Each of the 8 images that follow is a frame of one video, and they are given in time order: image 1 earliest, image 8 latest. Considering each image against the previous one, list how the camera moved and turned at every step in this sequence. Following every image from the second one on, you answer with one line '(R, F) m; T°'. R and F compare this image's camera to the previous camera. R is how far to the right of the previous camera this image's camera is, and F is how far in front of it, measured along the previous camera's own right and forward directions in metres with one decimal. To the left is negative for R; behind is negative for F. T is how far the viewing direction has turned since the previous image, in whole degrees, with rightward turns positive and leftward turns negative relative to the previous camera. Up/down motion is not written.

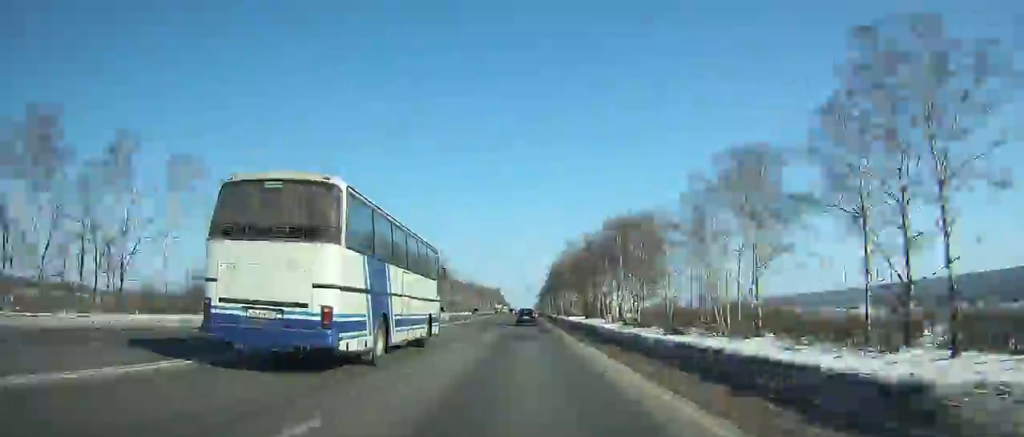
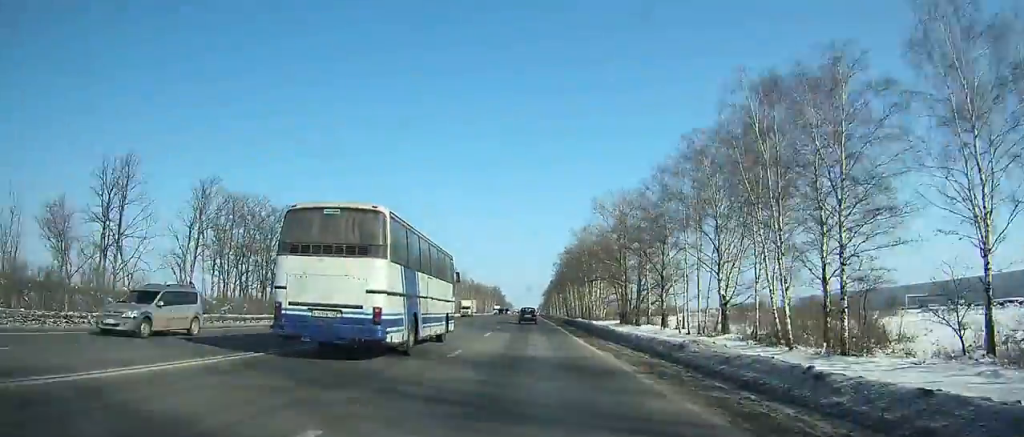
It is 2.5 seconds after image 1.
(-0.3, +60.0) m; +2°
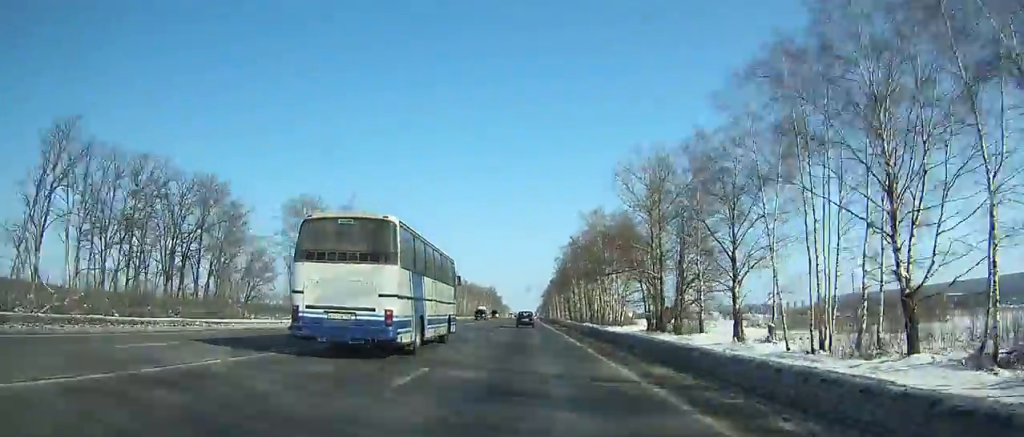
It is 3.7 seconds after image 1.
(+2.3, +29.9) m; +1°
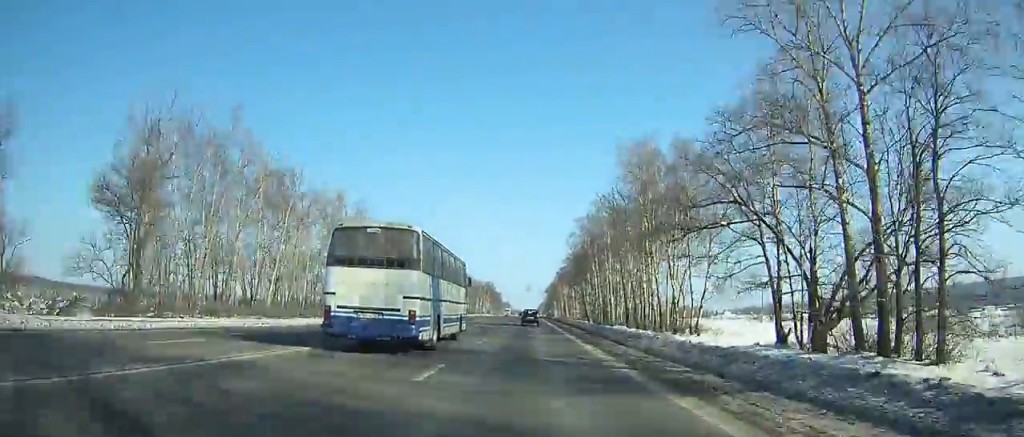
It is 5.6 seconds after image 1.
(+0.7, +47.6) m; +1°
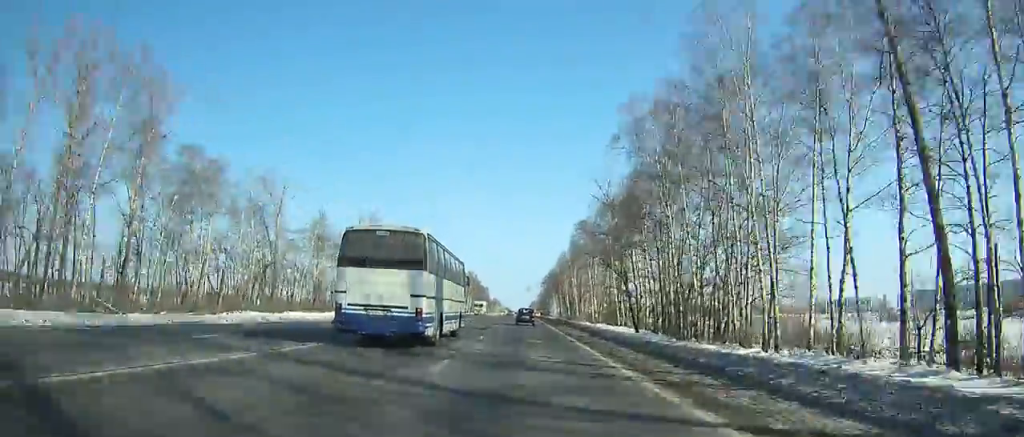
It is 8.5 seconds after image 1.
(-0.8, +72.8) m; 0°
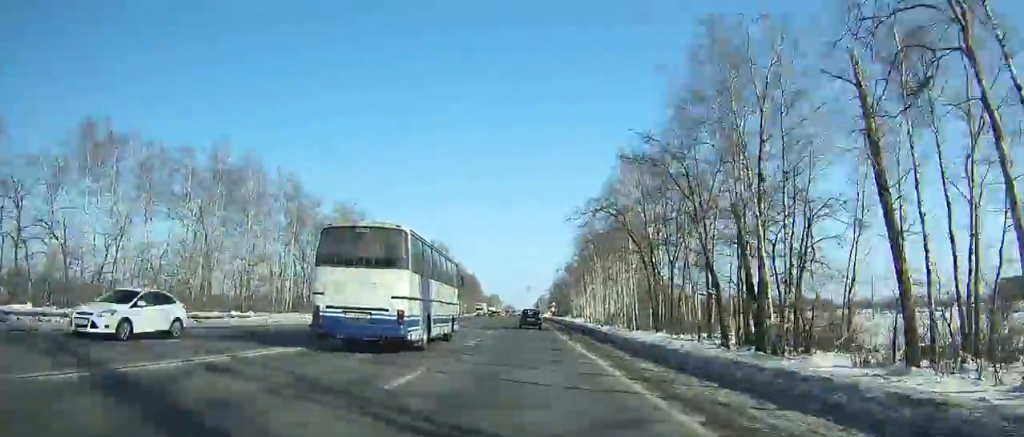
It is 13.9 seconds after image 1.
(-5.7, +133.8) m; -7°
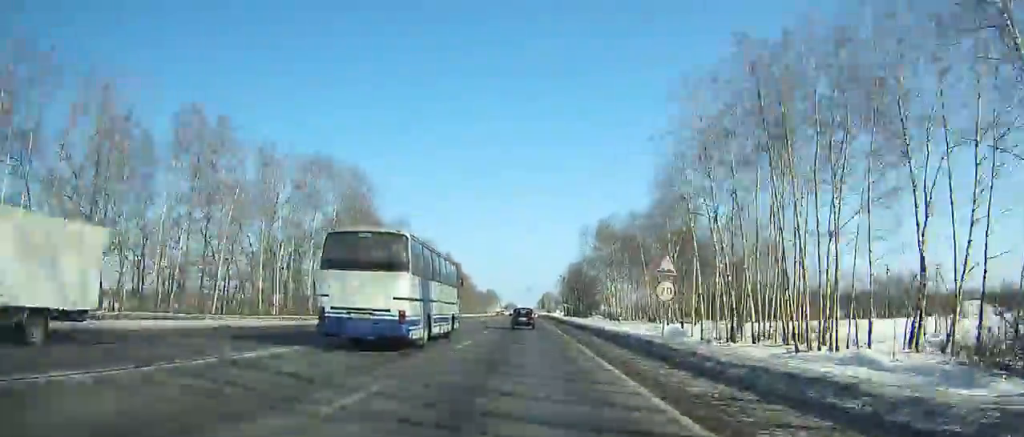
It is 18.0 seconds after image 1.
(+1.6, +99.8) m; +2°
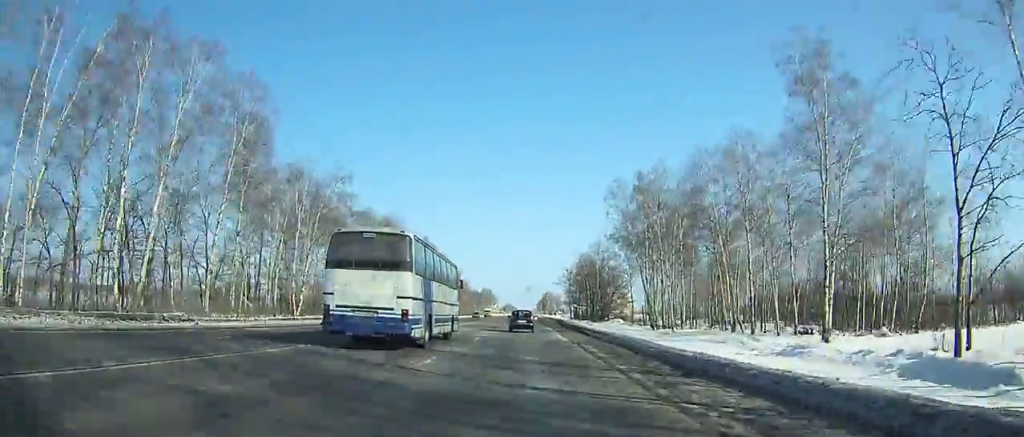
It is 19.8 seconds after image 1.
(+0.6, +43.0) m; +1°
